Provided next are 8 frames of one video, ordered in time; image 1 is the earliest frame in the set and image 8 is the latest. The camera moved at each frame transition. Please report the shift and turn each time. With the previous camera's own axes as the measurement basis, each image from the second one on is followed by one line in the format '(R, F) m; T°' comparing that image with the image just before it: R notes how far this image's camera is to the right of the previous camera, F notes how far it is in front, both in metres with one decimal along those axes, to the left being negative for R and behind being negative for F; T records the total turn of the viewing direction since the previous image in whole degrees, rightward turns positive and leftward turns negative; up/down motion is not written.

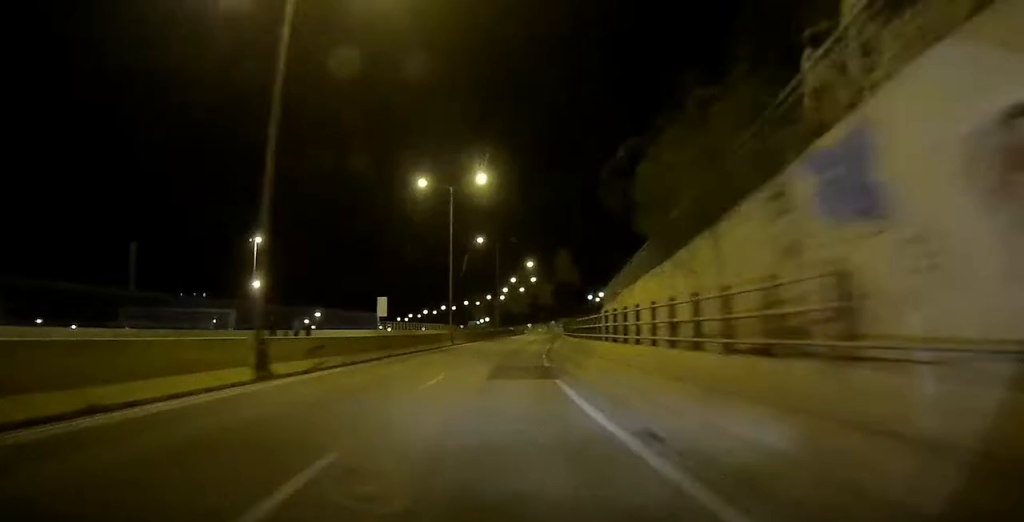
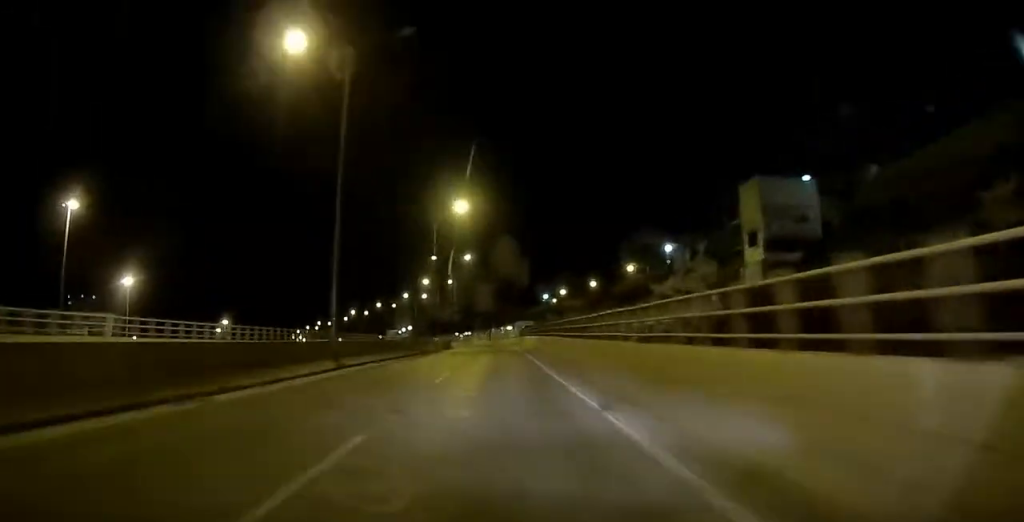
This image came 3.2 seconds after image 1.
(+3.4, +57.9) m; 0°
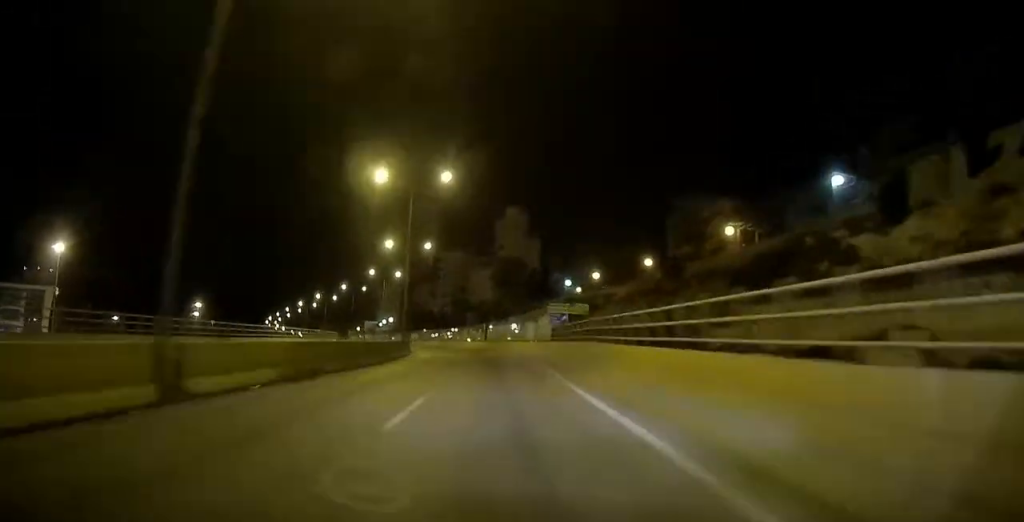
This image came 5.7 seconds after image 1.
(-0.4, +45.7) m; -3°
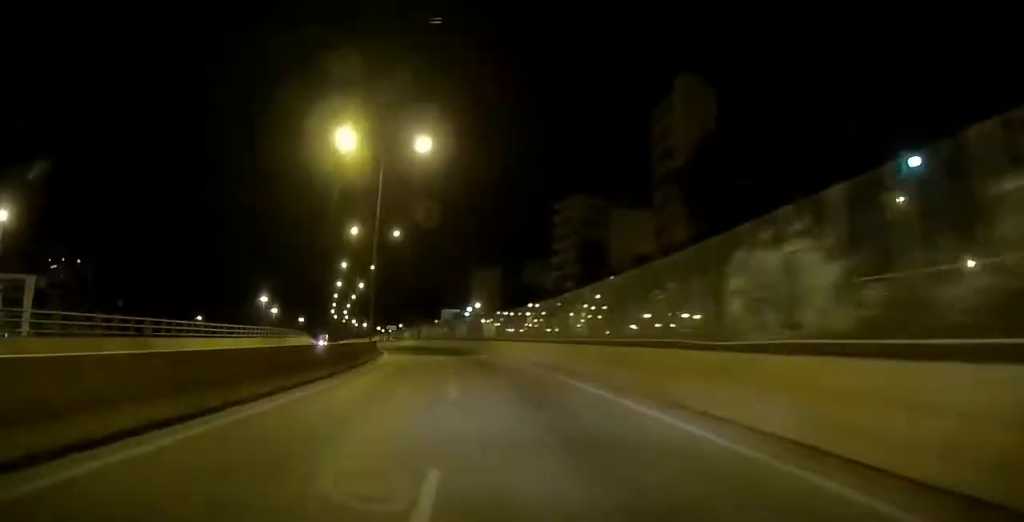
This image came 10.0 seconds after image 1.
(-4.6, +79.2) m; -10°
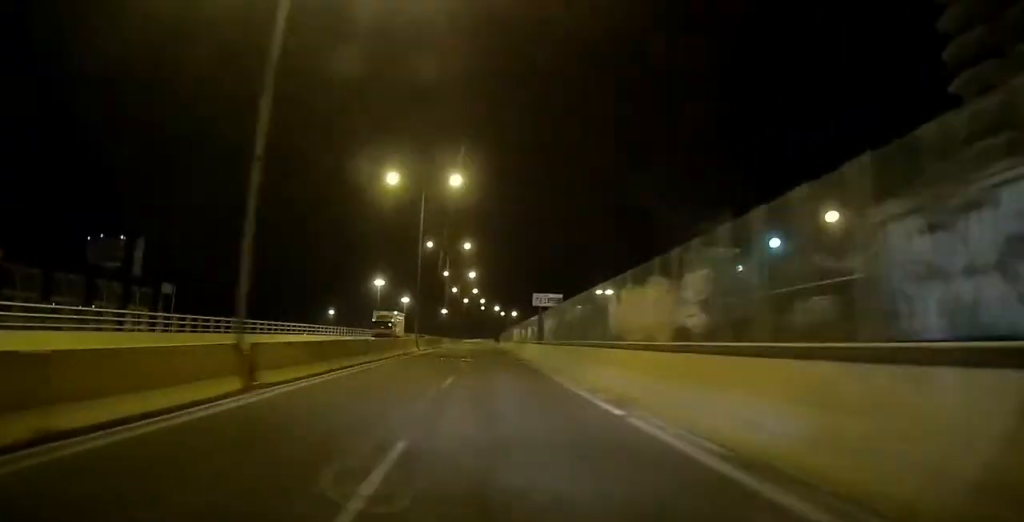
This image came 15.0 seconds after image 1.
(-11.0, +94.2) m; -8°
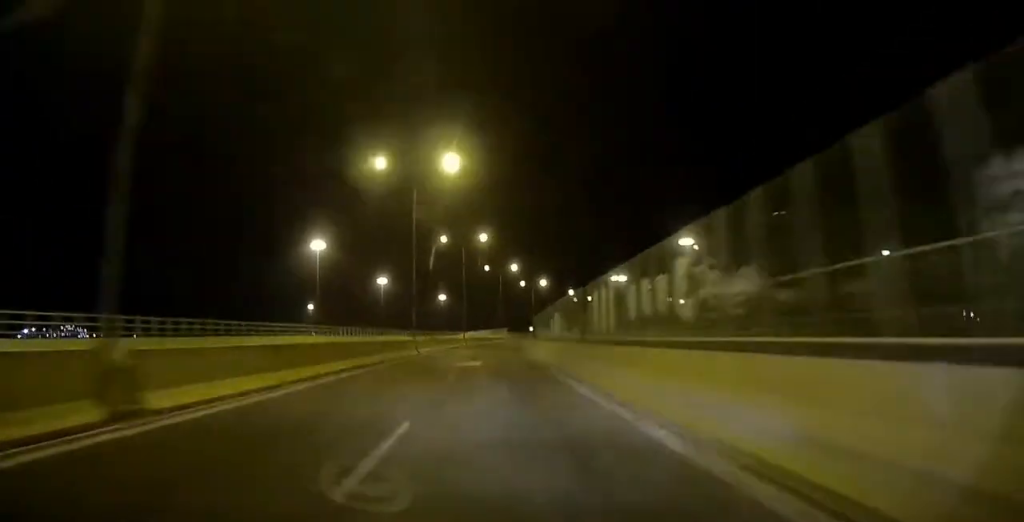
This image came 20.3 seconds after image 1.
(-0.7, +105.0) m; +3°
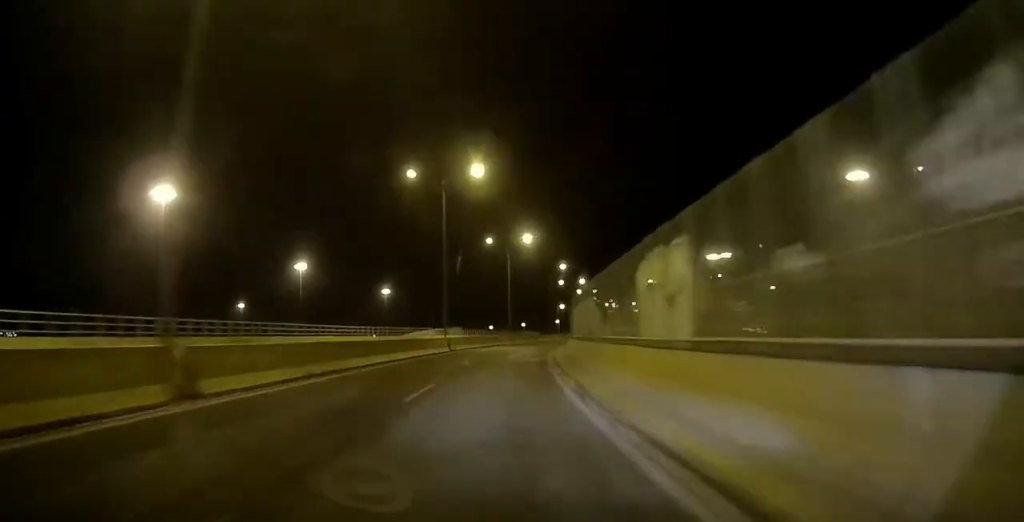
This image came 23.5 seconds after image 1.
(+1.3, +63.4) m; +5°
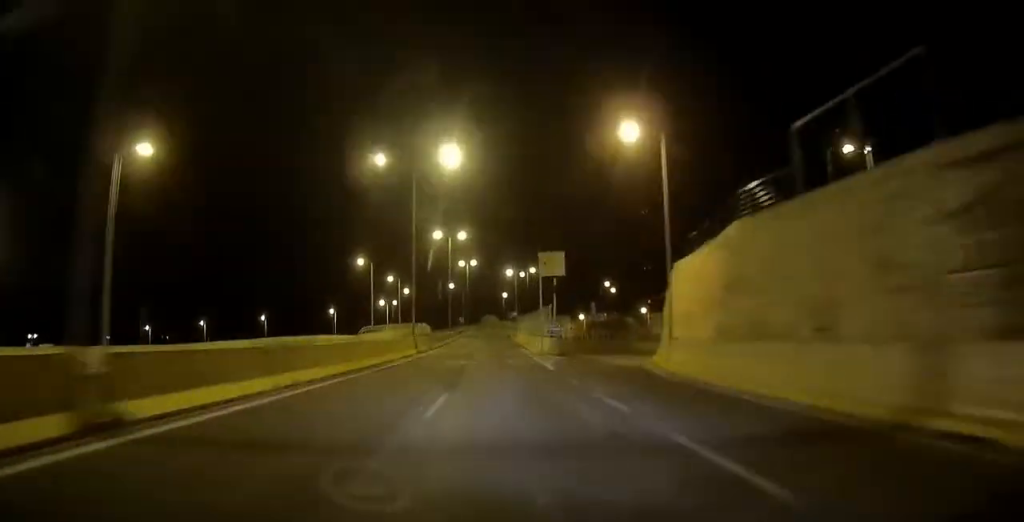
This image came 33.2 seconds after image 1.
(+21.0, +184.4) m; +12°
